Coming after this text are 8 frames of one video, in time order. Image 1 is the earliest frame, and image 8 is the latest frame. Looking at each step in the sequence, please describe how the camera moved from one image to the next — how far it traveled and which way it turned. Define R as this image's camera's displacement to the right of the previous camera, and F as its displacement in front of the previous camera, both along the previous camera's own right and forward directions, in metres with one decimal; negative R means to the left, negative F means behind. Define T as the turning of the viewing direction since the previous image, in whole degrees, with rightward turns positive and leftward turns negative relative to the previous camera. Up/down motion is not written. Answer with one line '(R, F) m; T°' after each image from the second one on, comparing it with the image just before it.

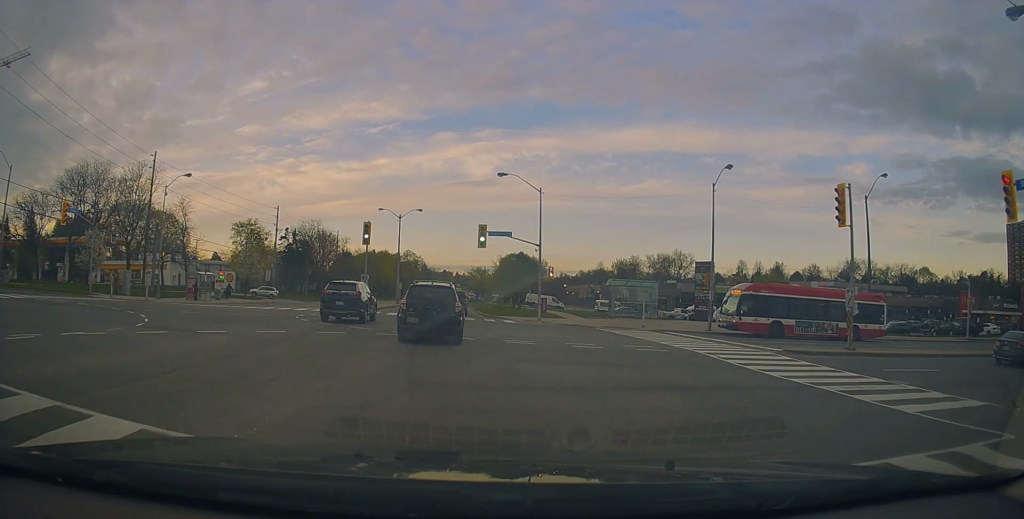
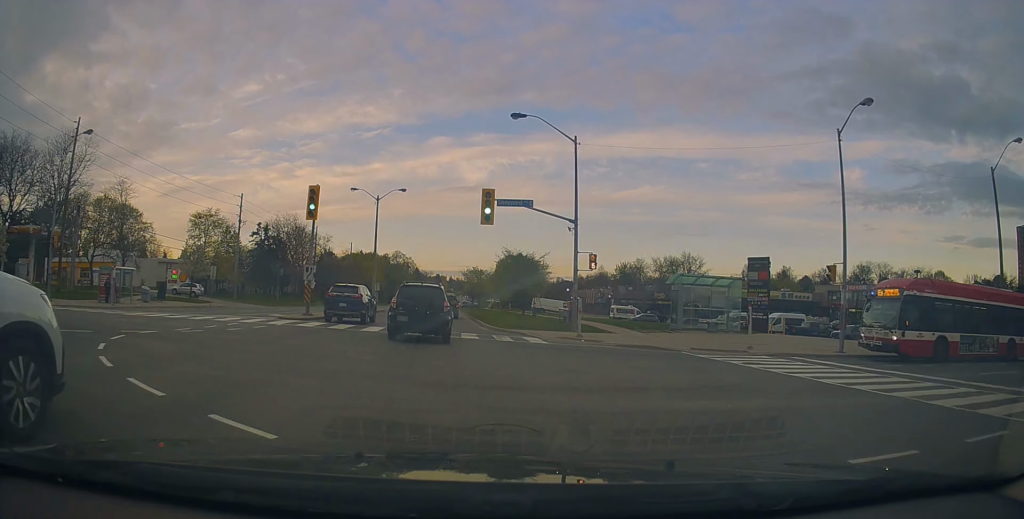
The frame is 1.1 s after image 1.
(-0.3, +13.4) m; -1°
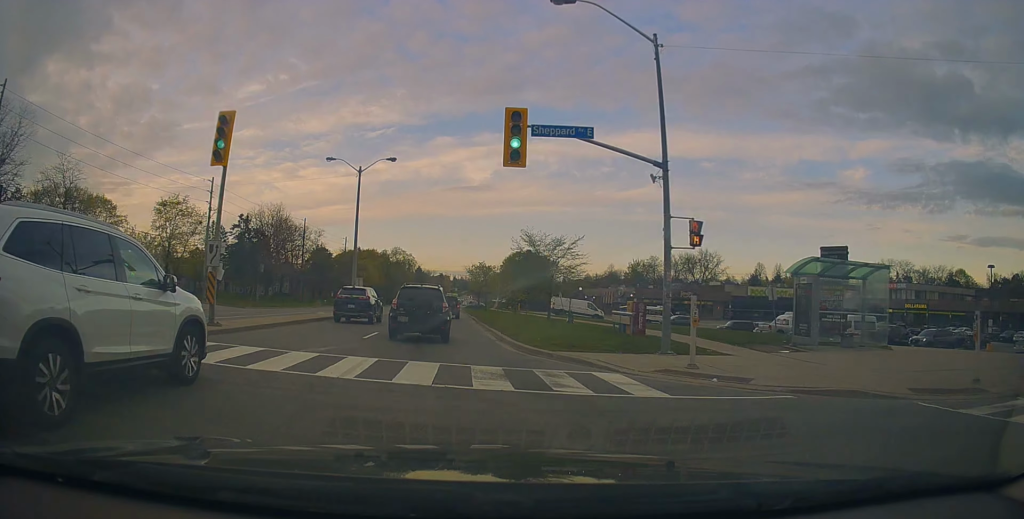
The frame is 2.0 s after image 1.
(+0.1, +11.5) m; +1°
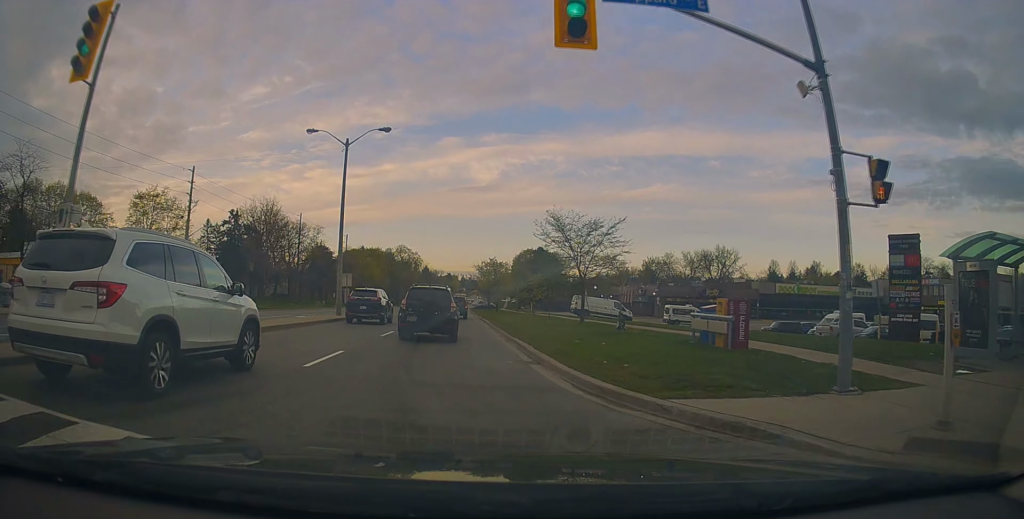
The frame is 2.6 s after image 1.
(0.0, +7.4) m; 0°
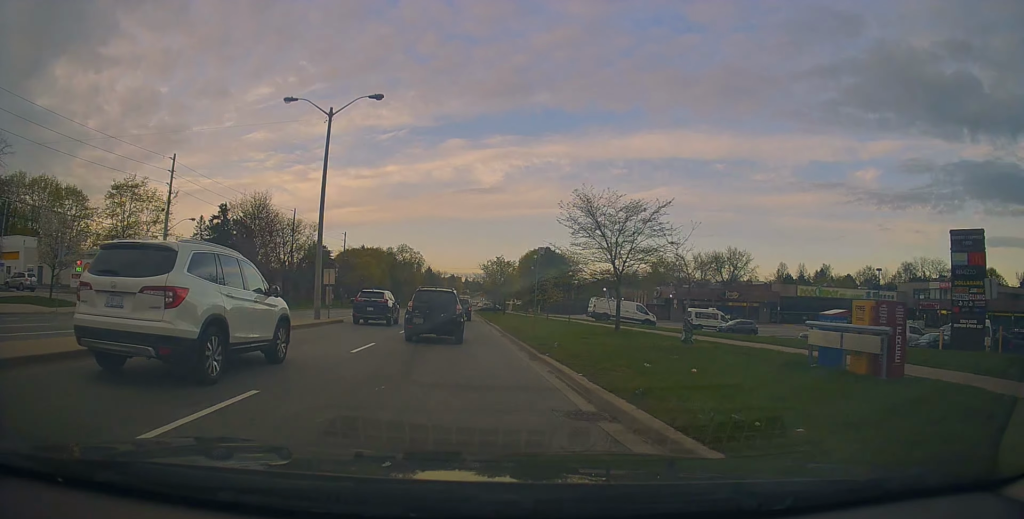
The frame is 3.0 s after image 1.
(+0.1, +5.7) m; -1°
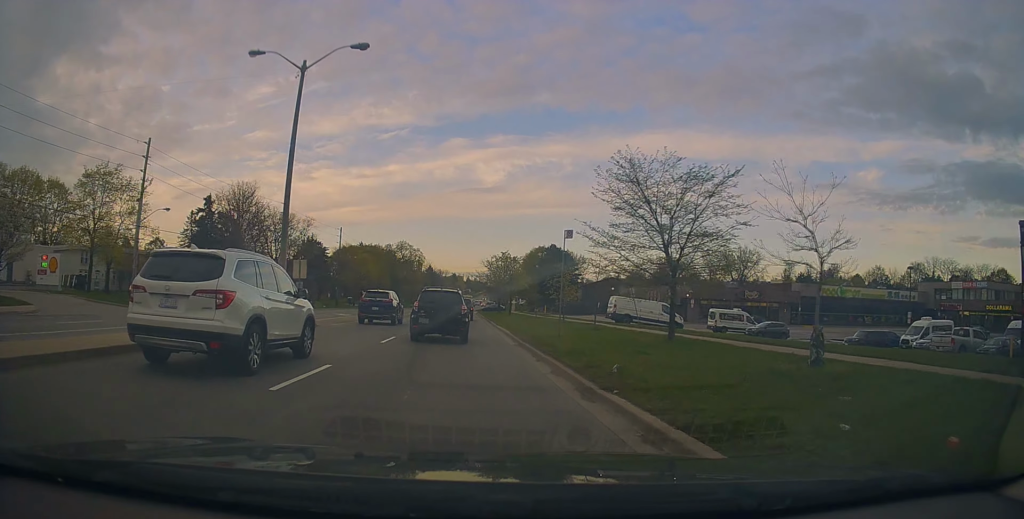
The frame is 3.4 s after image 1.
(0.0, +5.7) m; 0°
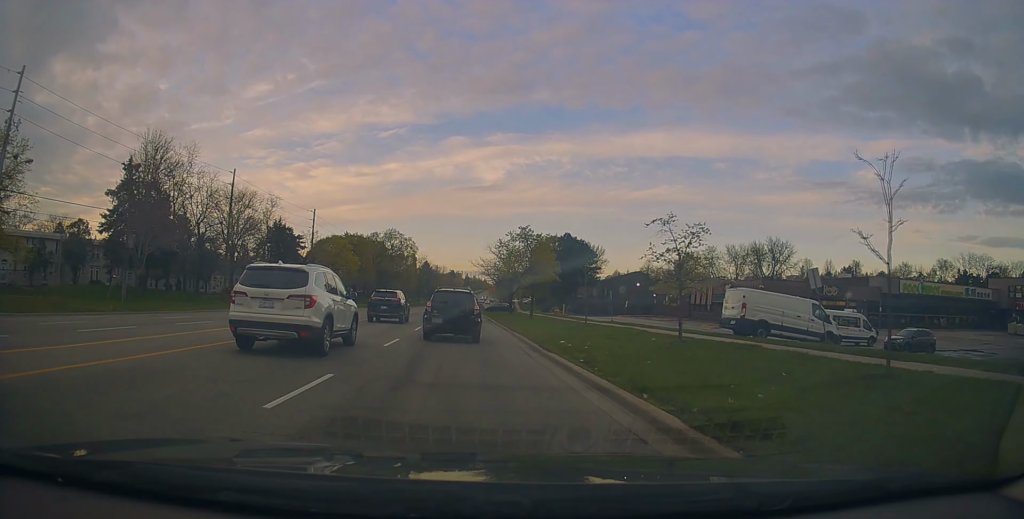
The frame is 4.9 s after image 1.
(+0.2, +19.4) m; +1°
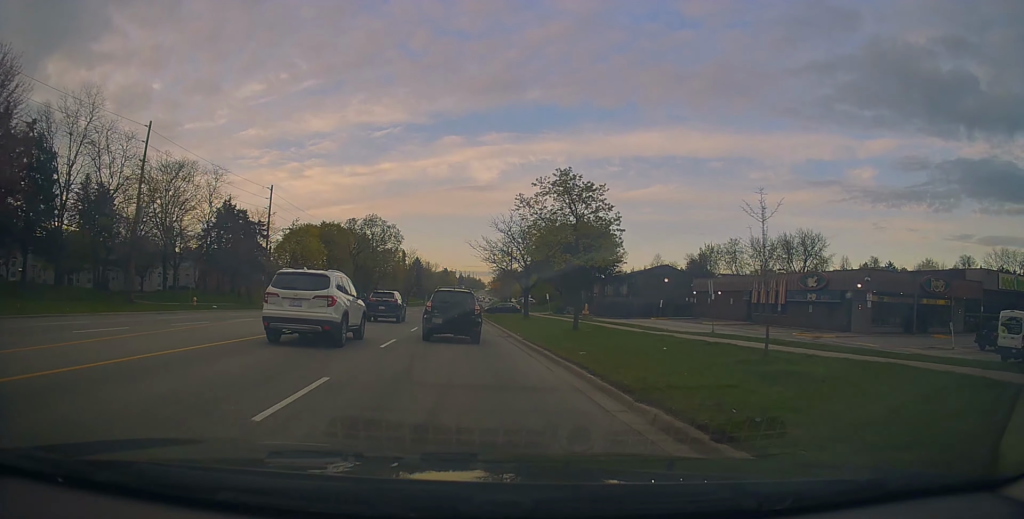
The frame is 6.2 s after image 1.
(-0.3, +18.3) m; -1°
